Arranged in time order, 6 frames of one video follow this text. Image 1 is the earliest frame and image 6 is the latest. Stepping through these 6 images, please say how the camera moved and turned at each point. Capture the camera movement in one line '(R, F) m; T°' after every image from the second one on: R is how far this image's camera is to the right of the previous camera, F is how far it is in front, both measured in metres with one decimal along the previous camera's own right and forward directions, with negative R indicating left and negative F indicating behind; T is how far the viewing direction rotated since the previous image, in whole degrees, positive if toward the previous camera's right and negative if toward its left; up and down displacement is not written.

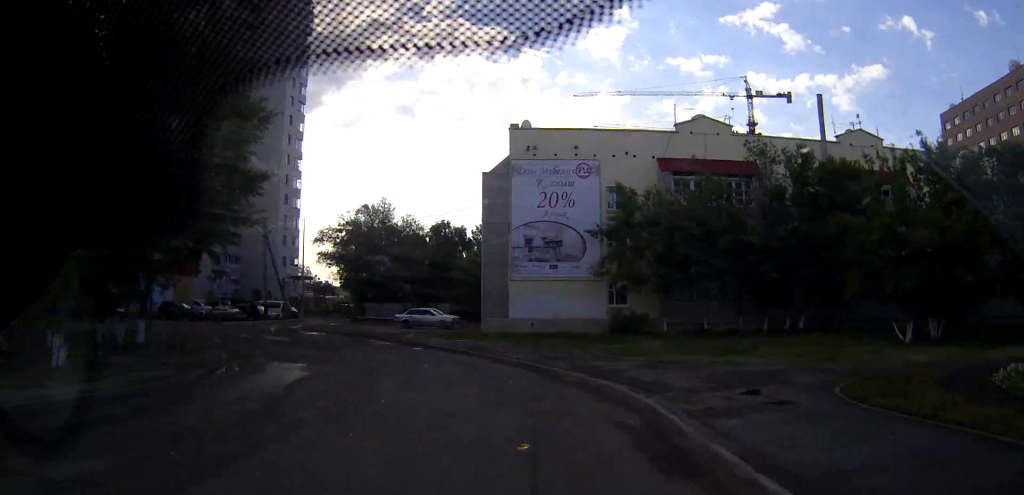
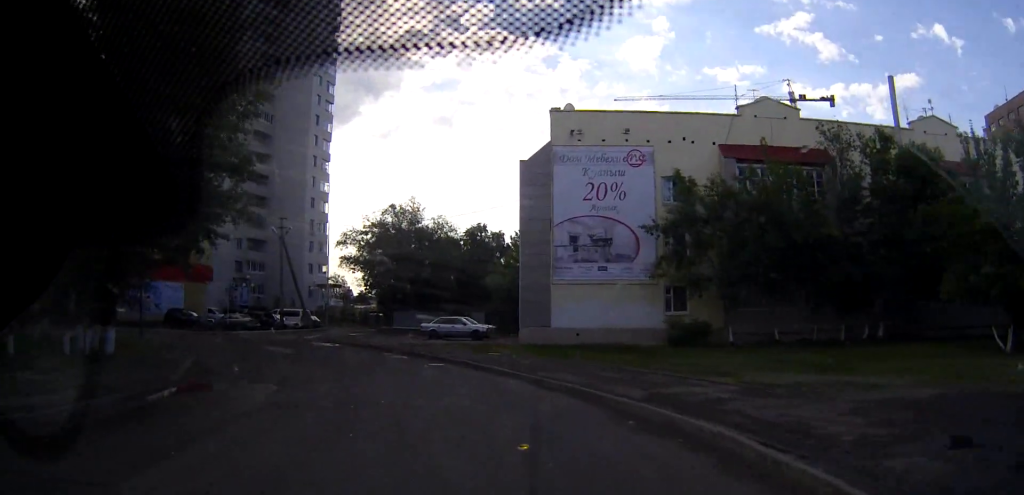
(-0.2, +5.9) m; -4°
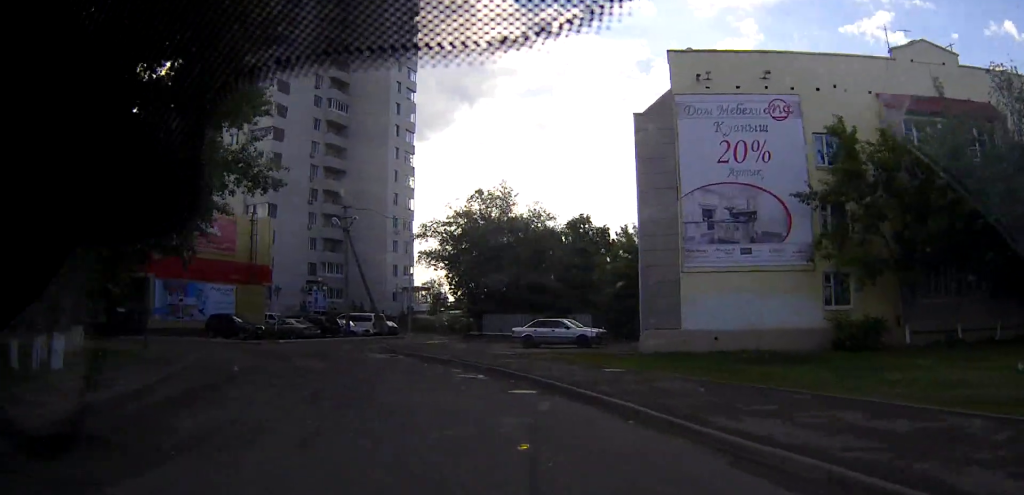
(-0.5, +9.3) m; -7°
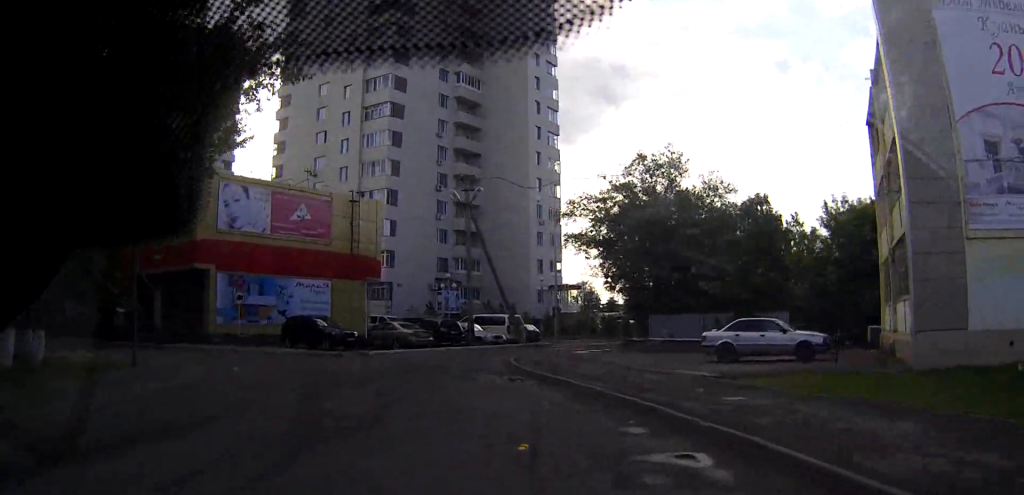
(-1.1, +12.0) m; -10°
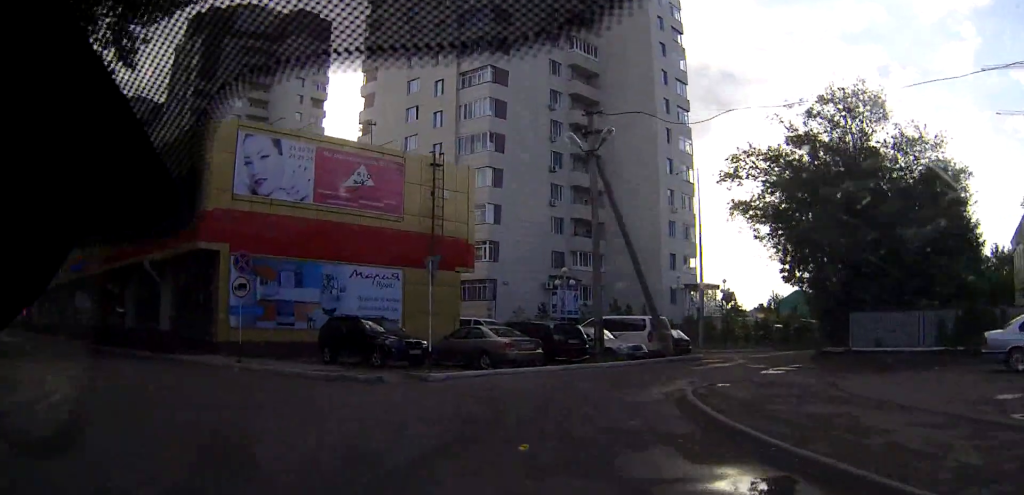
(-1.2, +13.0) m; -10°
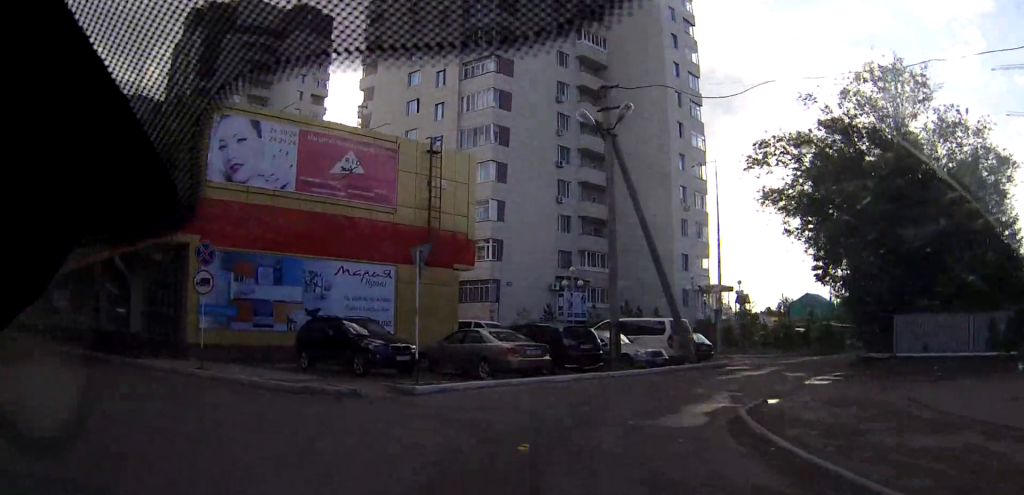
(-0.1, +3.4) m; 0°
